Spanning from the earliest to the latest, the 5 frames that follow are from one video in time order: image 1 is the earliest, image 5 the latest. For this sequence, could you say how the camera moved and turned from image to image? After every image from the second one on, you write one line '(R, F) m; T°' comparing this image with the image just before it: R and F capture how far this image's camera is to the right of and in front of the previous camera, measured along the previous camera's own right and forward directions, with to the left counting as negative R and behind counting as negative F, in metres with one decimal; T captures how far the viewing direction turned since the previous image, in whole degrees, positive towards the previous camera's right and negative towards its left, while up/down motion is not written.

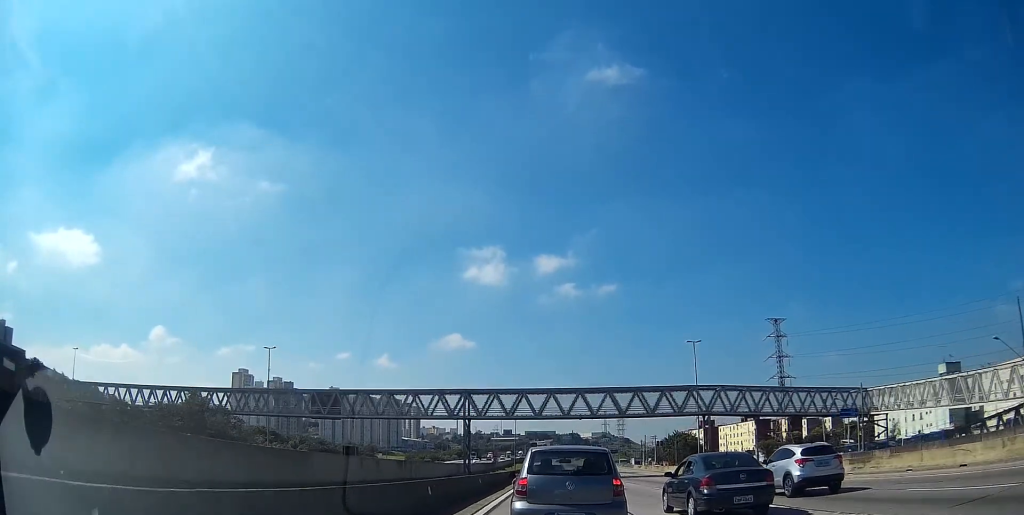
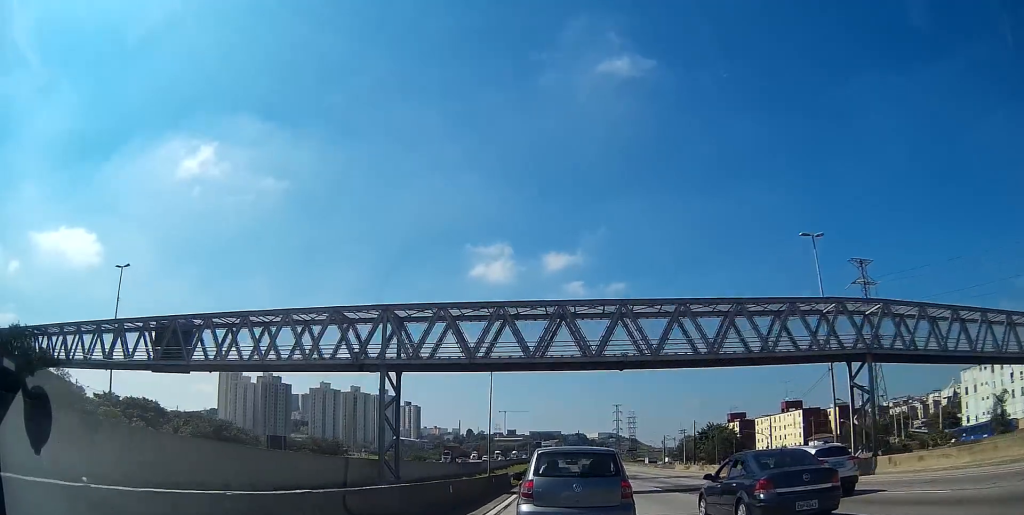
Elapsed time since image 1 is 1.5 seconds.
(-0.2, +37.2) m; -1°
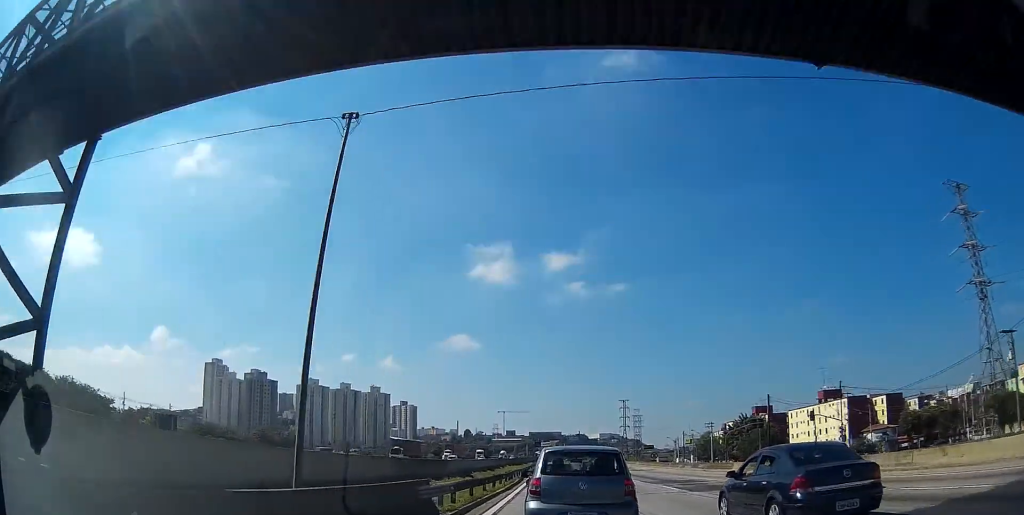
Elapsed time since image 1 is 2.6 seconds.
(0.0, +27.2) m; 0°
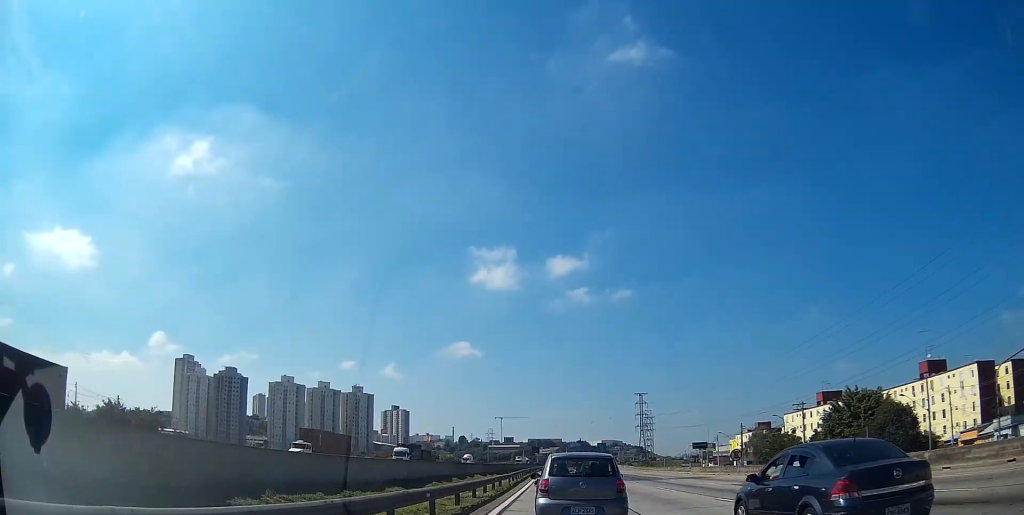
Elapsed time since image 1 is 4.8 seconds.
(-0.4, +48.0) m; 0°
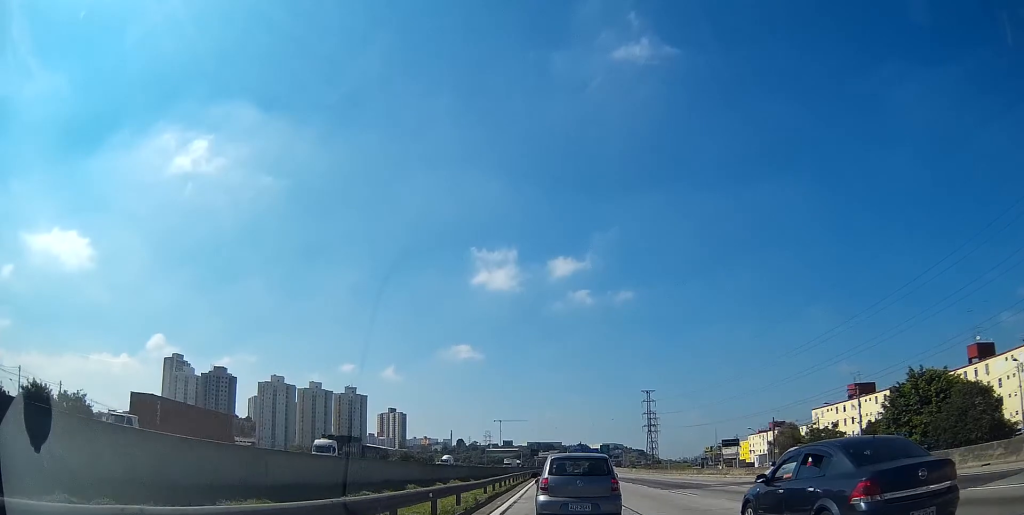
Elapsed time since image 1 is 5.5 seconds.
(+0.1, +16.0) m; 0°
